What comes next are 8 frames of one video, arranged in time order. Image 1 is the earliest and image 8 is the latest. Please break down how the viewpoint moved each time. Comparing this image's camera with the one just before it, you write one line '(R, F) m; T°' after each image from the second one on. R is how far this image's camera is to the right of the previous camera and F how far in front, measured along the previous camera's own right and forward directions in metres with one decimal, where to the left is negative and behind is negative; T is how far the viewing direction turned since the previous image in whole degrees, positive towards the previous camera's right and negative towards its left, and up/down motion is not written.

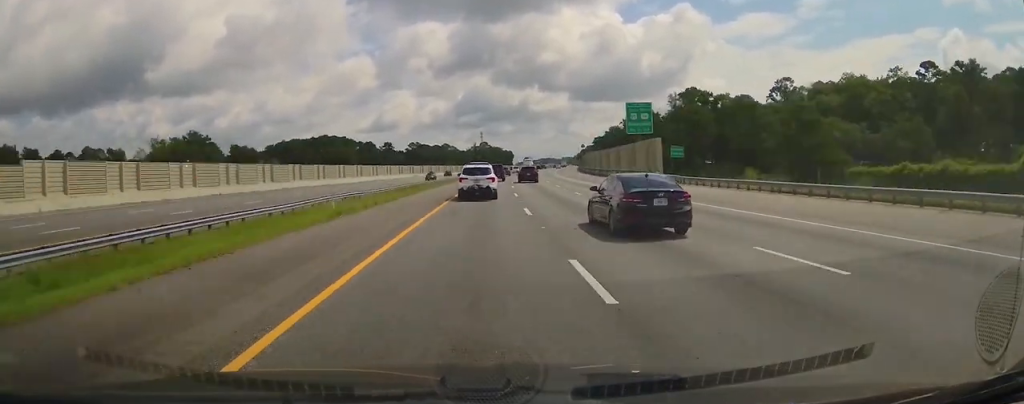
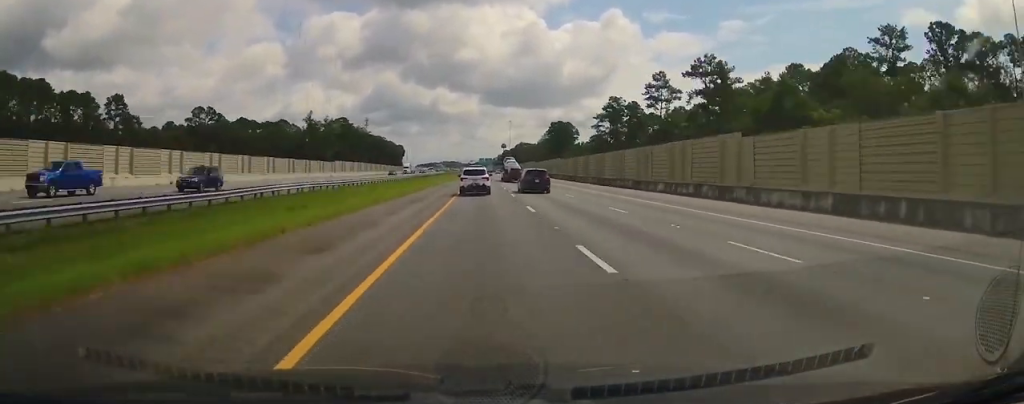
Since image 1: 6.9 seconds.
(+19.1, +238.8) m; +7°
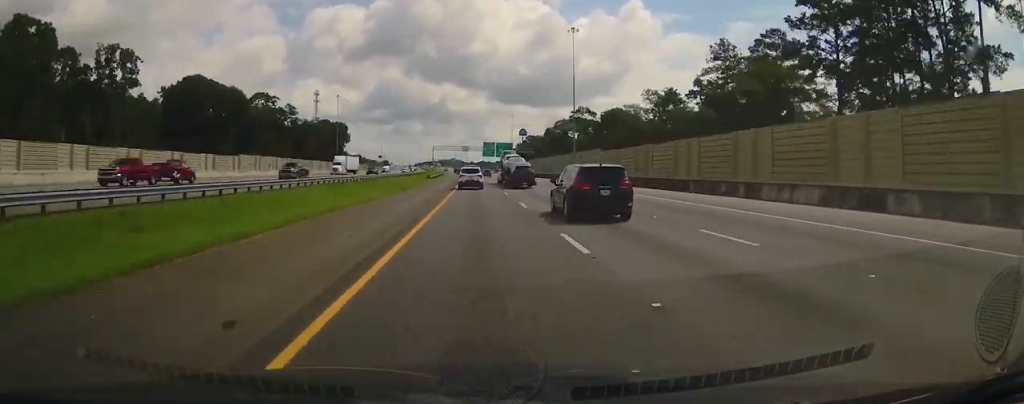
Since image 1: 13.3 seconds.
(-0.9, +225.3) m; -2°
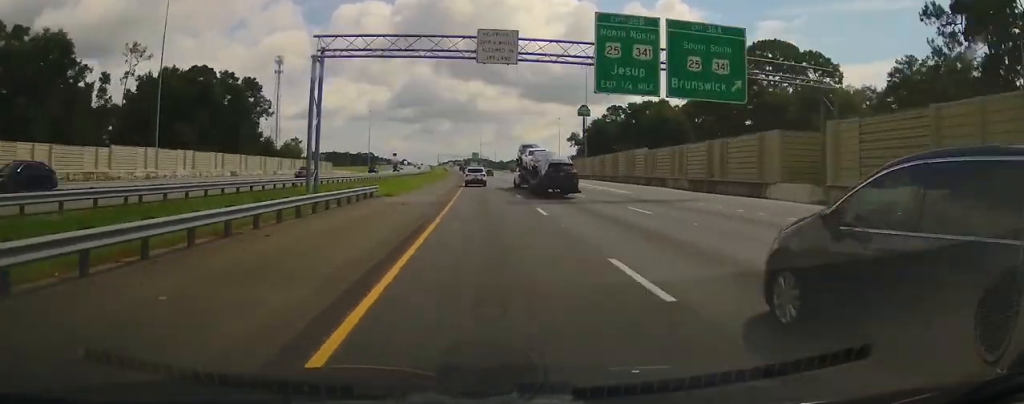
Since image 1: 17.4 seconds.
(-3.6, +142.4) m; -3°
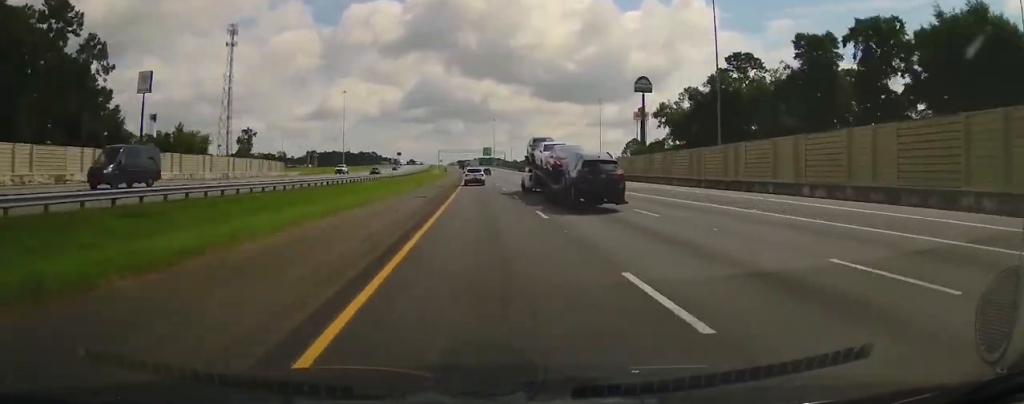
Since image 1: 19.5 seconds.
(-1.4, +76.2) m; -2°
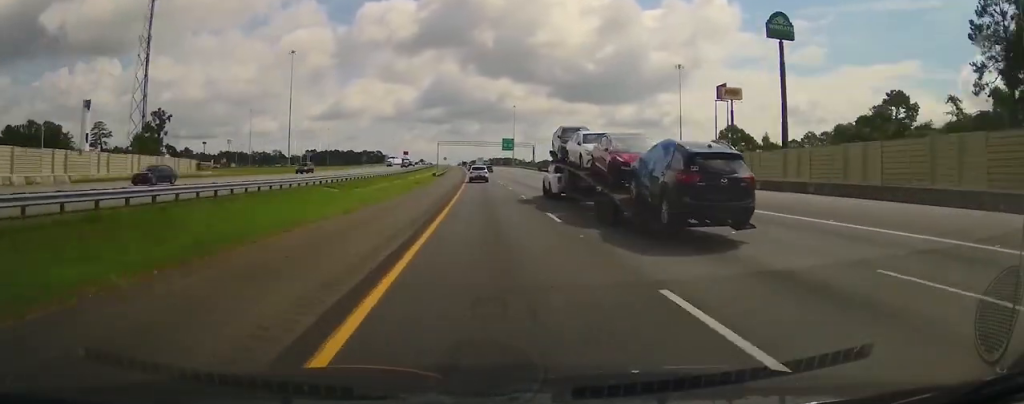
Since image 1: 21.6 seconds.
(-0.2, +76.3) m; -2°
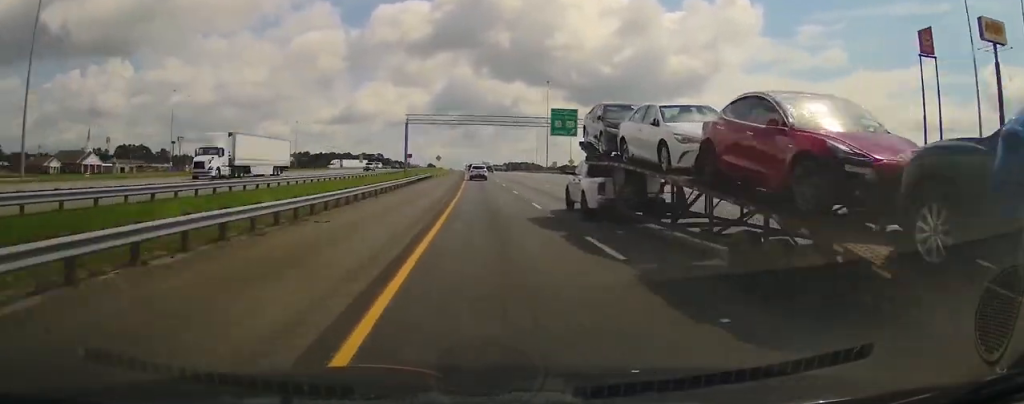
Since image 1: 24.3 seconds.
(-2.5, +95.1) m; -1°
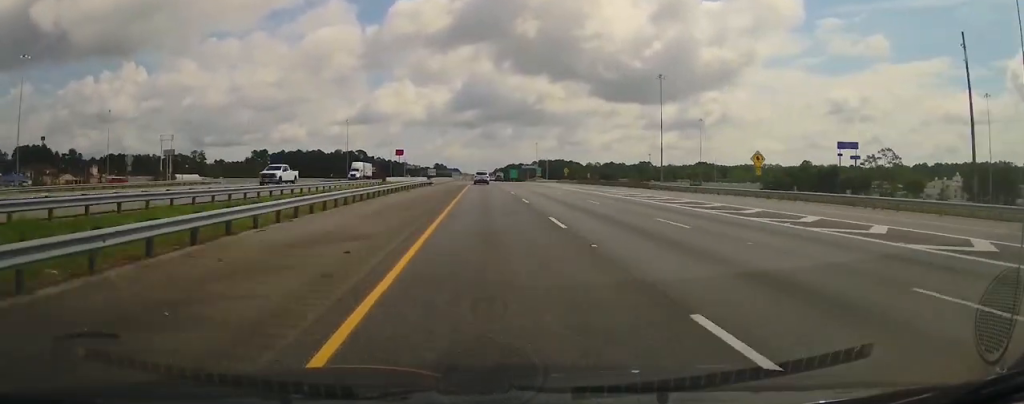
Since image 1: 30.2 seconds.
(-0.7, +209.2) m; 0°
